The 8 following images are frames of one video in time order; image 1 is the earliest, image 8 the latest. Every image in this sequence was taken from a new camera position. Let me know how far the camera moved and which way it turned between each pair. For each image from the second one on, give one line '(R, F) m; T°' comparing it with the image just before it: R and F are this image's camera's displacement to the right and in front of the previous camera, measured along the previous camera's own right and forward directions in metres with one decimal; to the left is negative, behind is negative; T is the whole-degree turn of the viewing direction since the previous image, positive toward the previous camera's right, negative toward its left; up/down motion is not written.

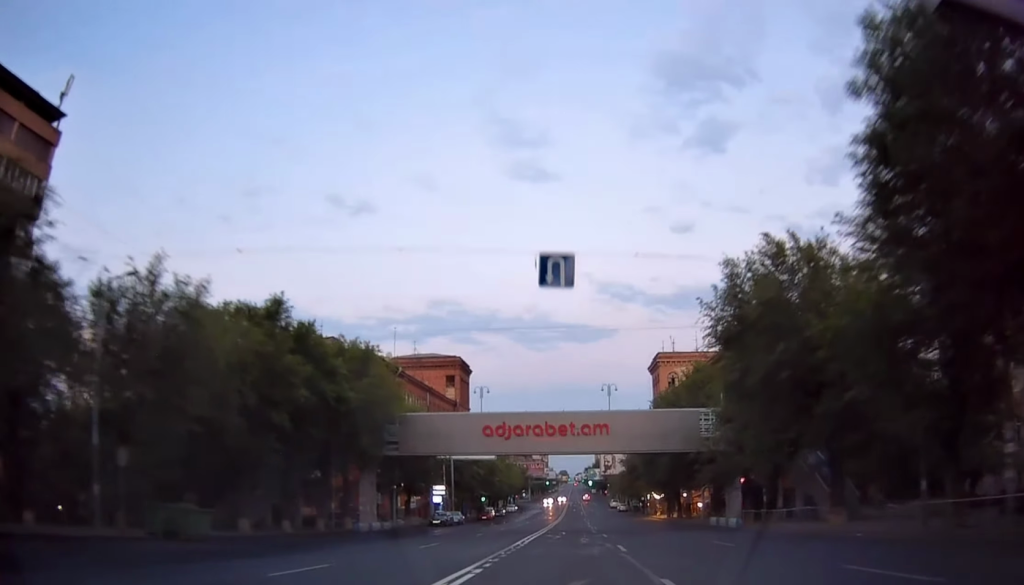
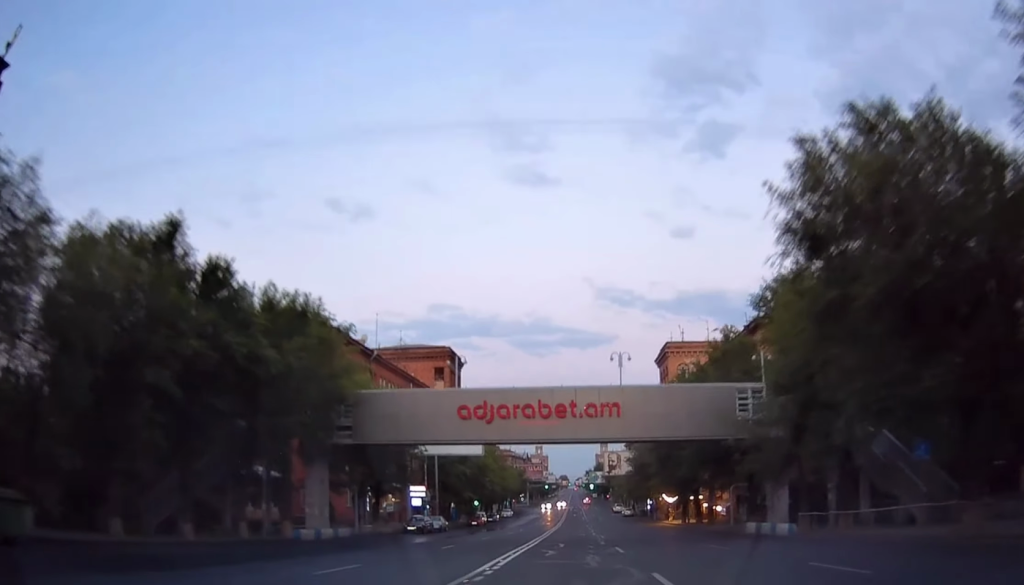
(0.0, +10.2) m; 0°
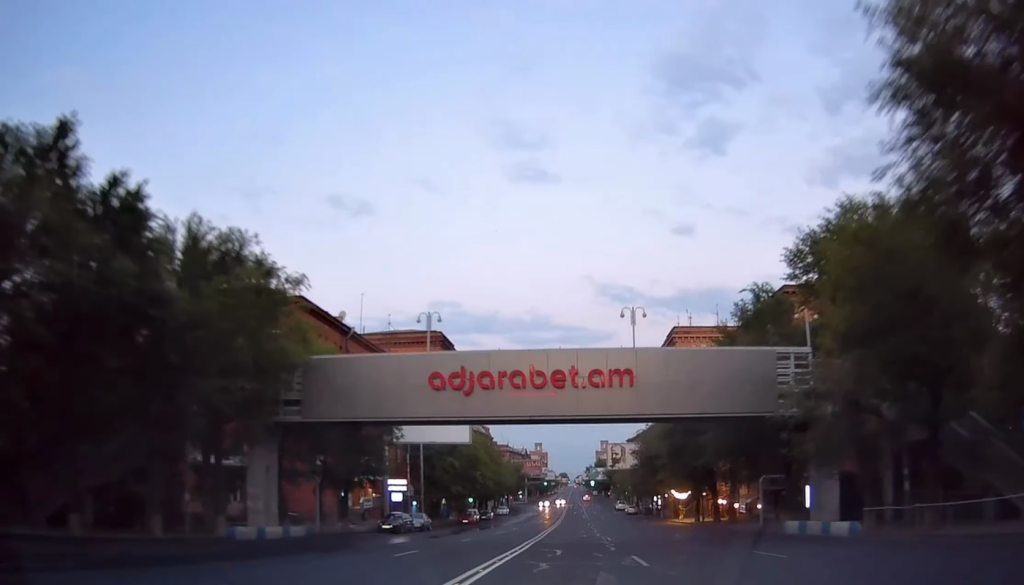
(0.0, +7.4) m; 0°
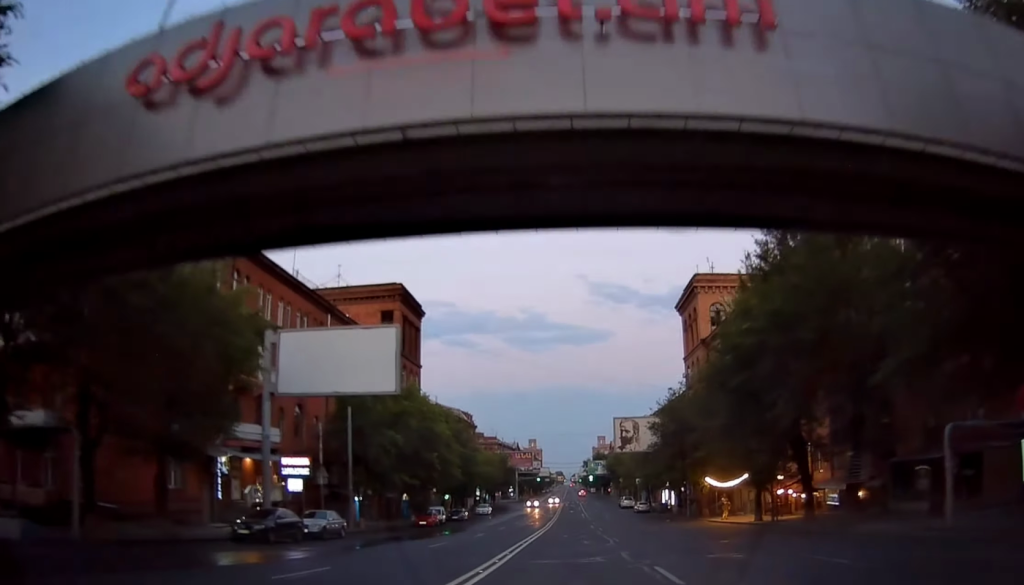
(+0.1, +21.0) m; +1°
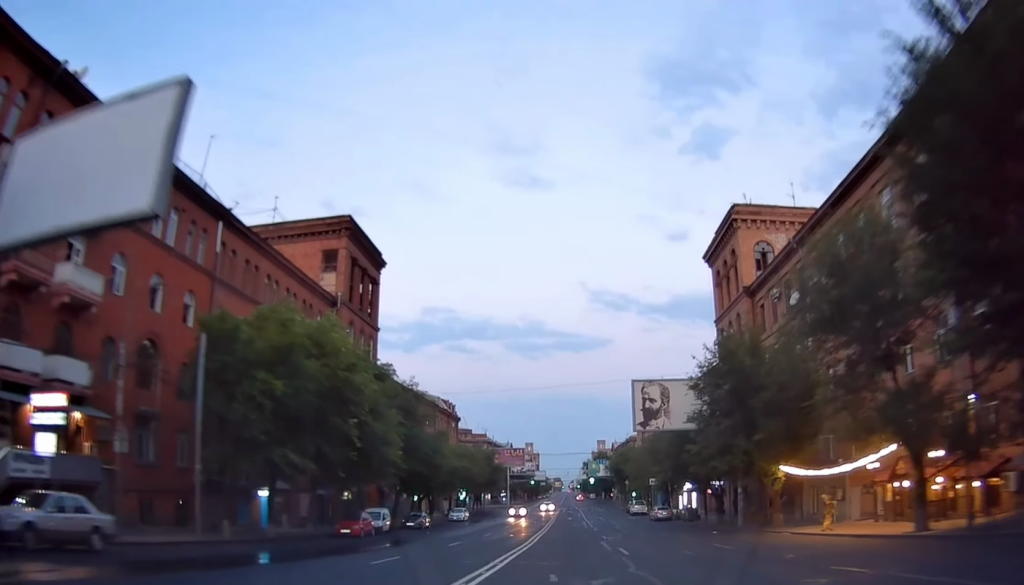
(+0.2, +20.2) m; 0°
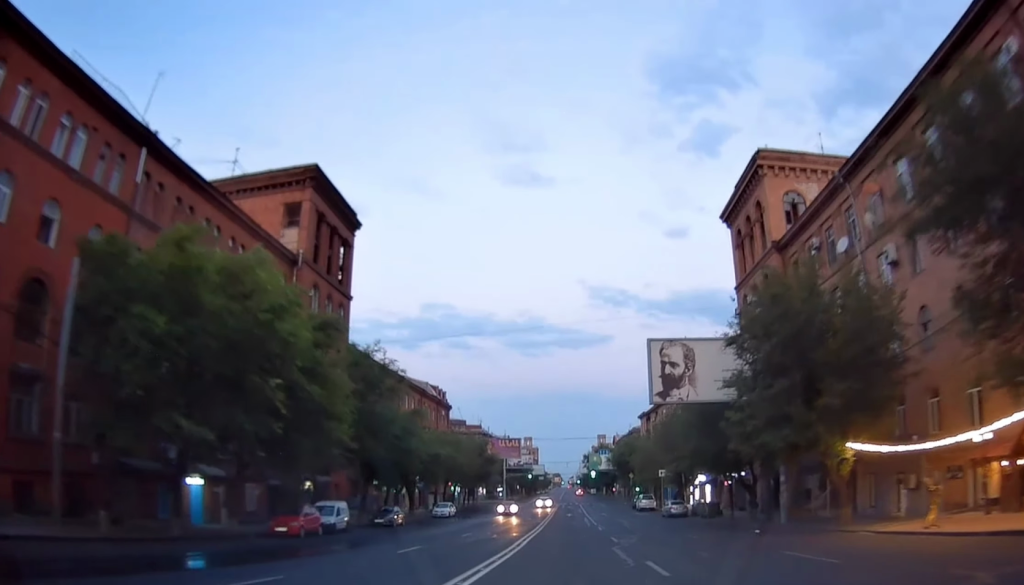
(+0.1, +9.1) m; -1°
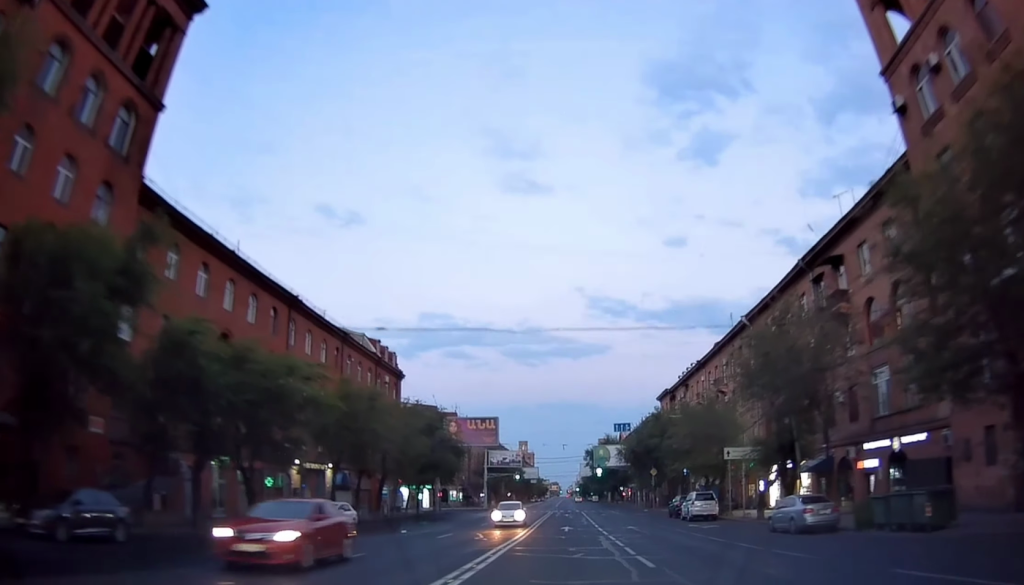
(-0.9, +33.4) m; -1°
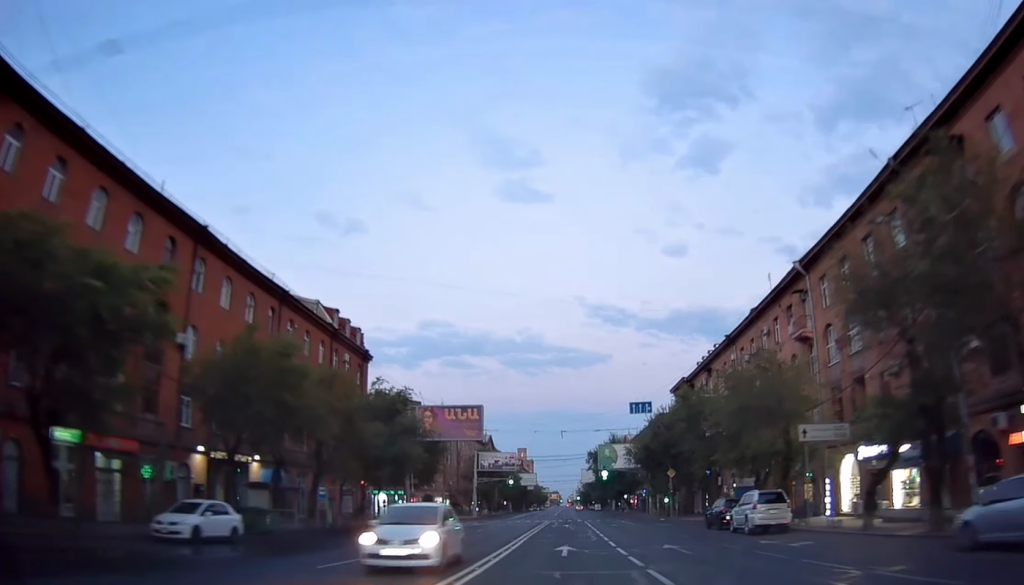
(+0.2, +14.6) m; +1°
